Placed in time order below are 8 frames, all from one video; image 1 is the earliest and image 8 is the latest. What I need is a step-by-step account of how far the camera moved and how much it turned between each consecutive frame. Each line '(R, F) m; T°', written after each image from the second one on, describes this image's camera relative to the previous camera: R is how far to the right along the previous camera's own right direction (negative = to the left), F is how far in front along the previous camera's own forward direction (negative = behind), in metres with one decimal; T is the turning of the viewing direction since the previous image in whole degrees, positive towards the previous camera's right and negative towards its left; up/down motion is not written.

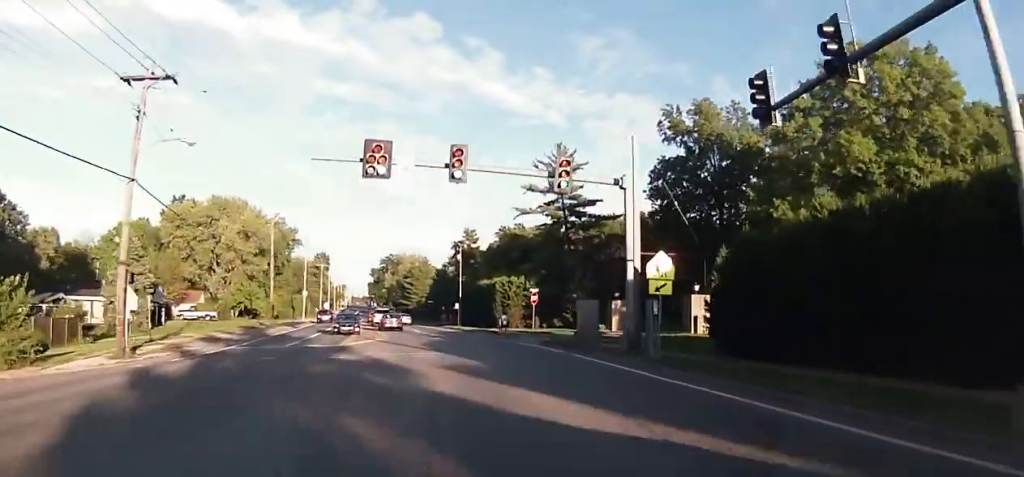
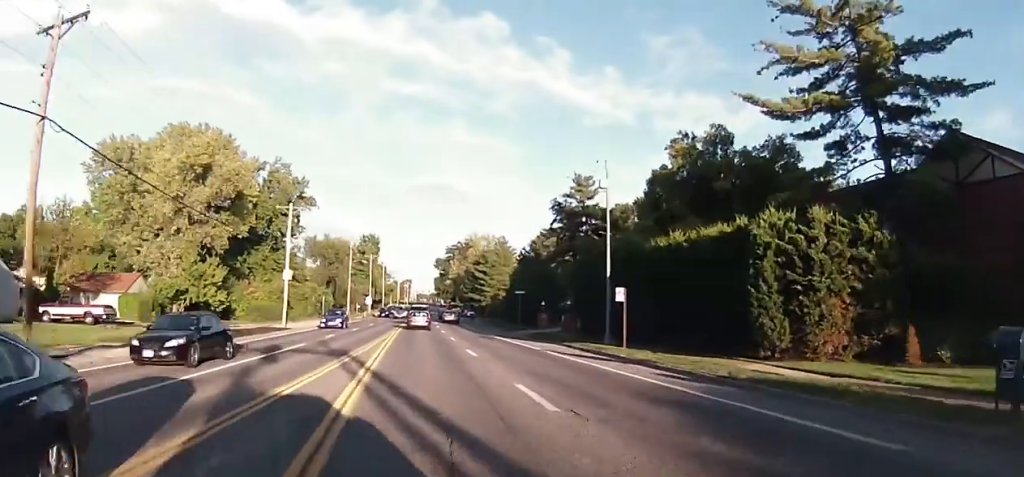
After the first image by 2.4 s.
(+4.2, +42.7) m; -2°
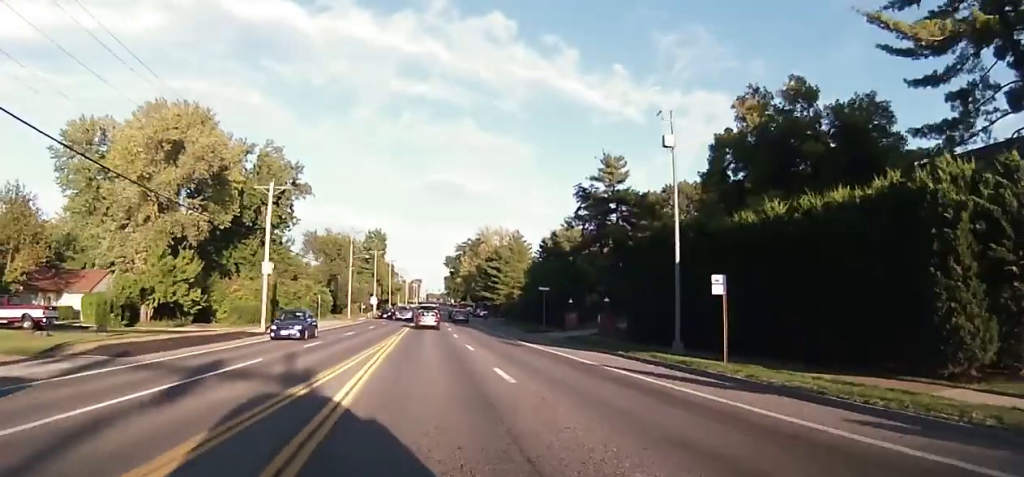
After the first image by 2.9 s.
(0.0, +8.6) m; 0°
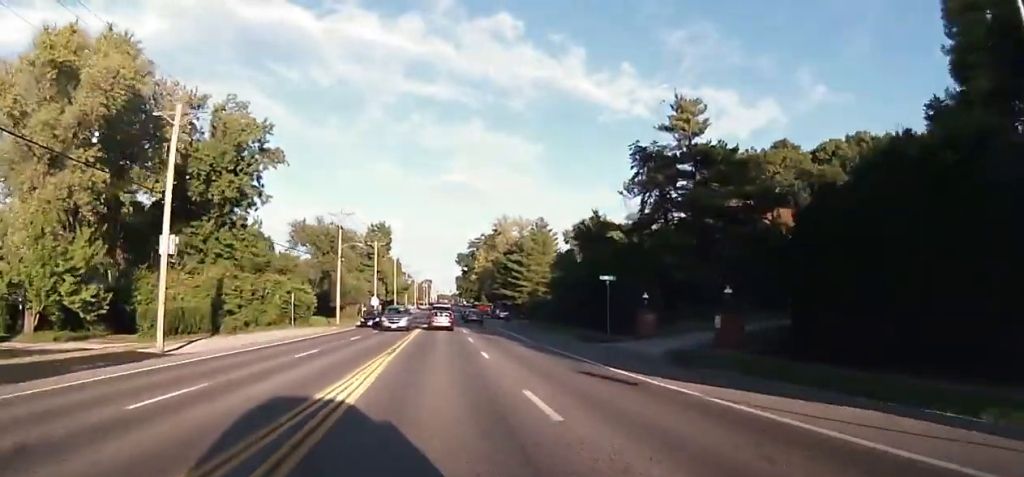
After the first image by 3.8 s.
(0.0, +17.2) m; -1°
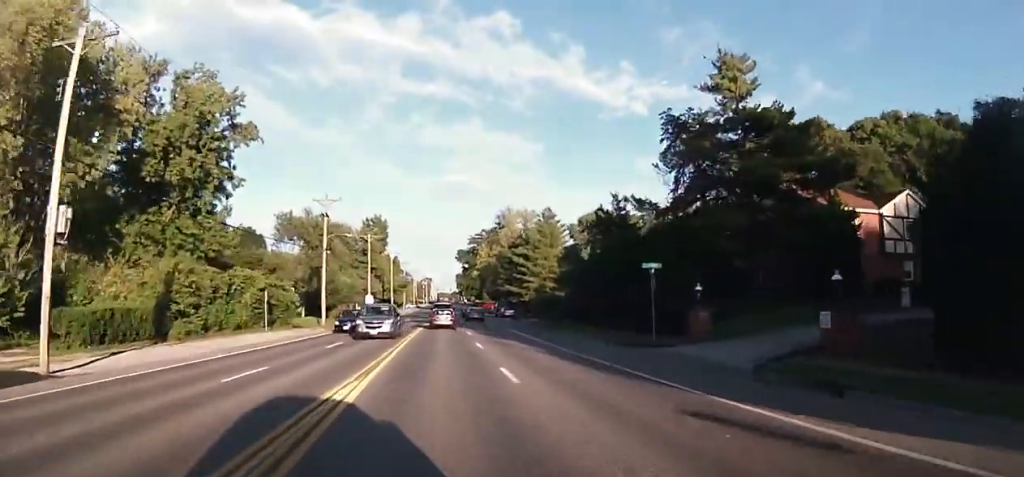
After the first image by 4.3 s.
(+0.1, +8.0) m; -1°
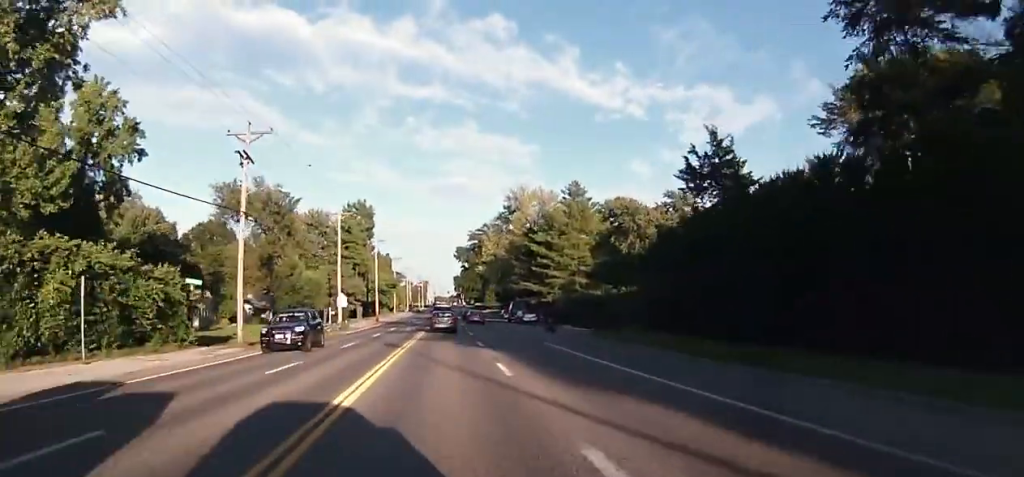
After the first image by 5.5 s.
(-0.5, +23.1) m; 0°
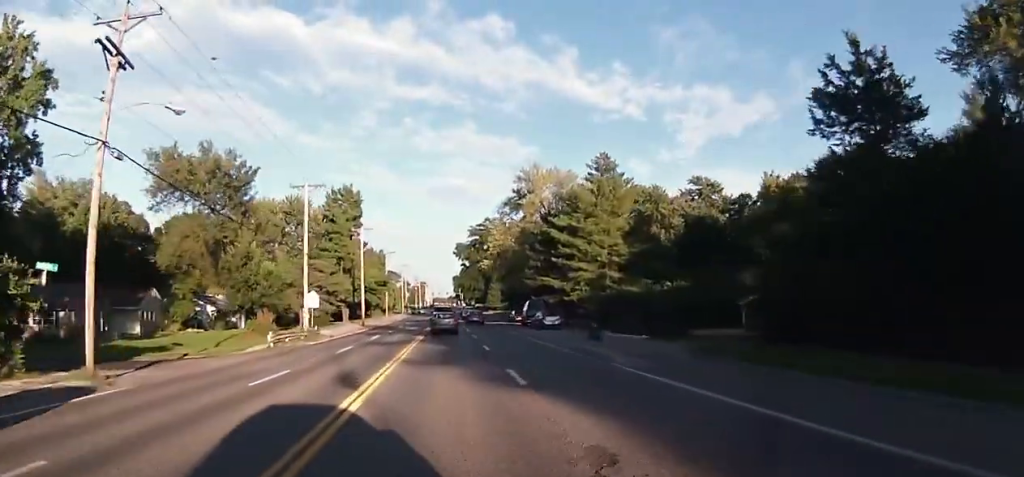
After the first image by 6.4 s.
(+0.5, +14.8) m; 0°
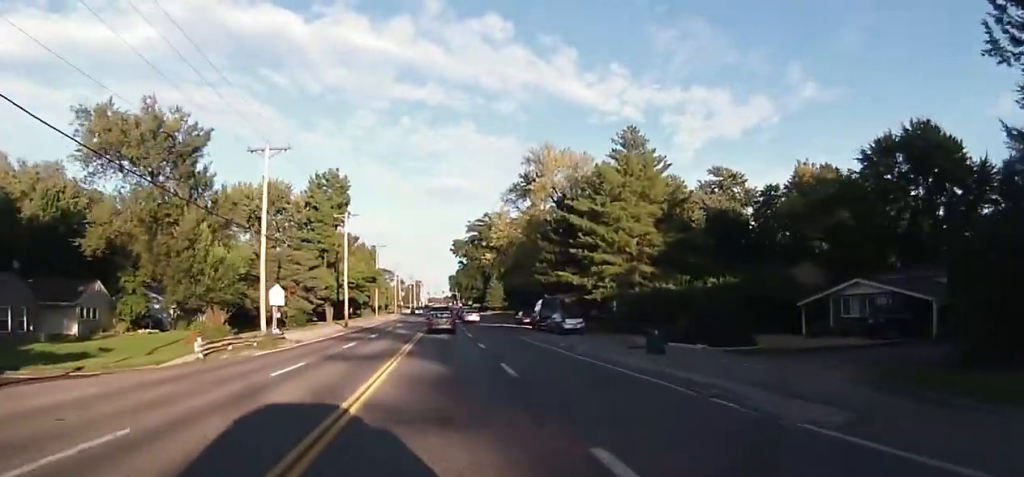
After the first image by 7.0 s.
(-0.3, +10.6) m; -1°
